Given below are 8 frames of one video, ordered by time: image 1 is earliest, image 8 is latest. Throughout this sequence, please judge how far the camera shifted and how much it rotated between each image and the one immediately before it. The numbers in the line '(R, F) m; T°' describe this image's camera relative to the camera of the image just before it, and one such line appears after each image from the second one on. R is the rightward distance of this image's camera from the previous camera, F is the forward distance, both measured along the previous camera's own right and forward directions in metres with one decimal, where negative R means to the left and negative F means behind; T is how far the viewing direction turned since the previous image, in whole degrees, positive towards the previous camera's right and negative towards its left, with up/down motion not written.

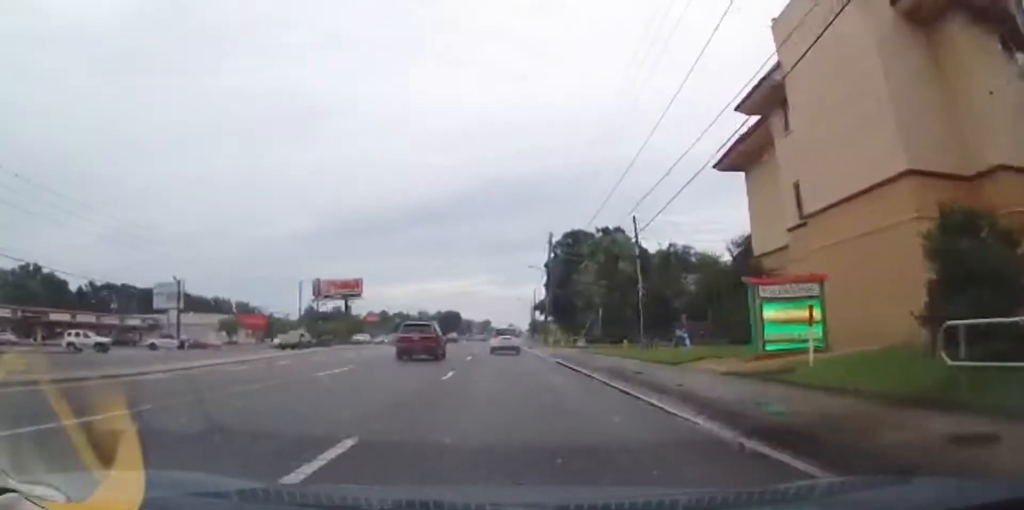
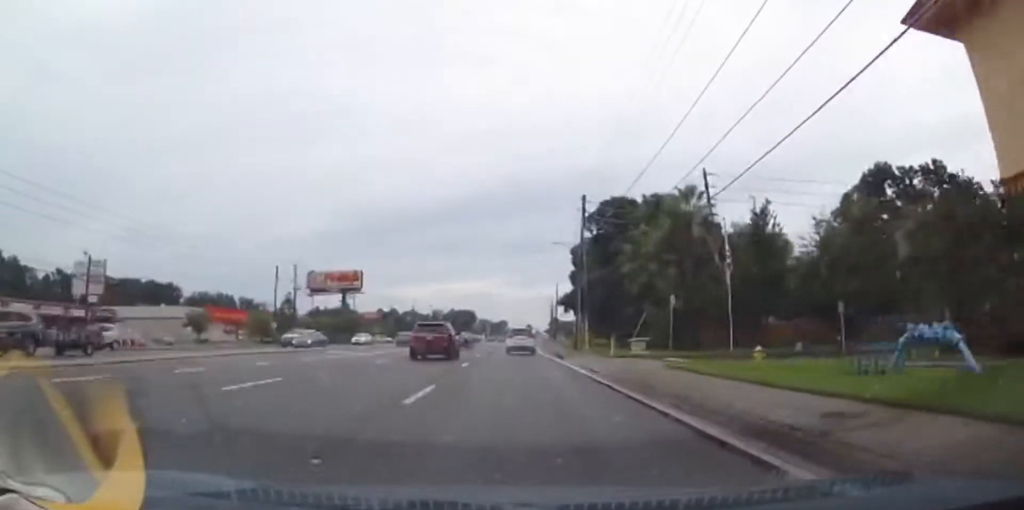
(-0.3, +17.8) m; -1°
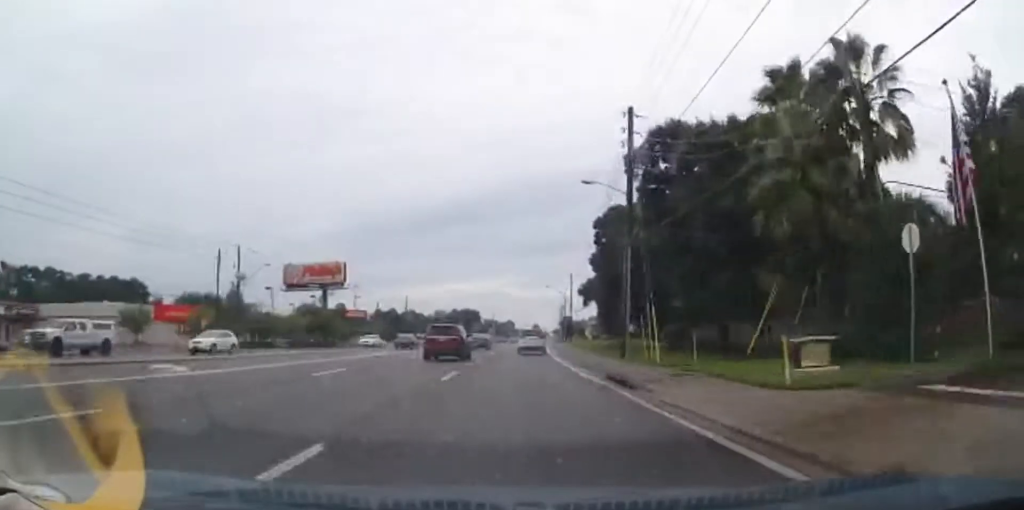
(0.0, +19.5) m; -2°
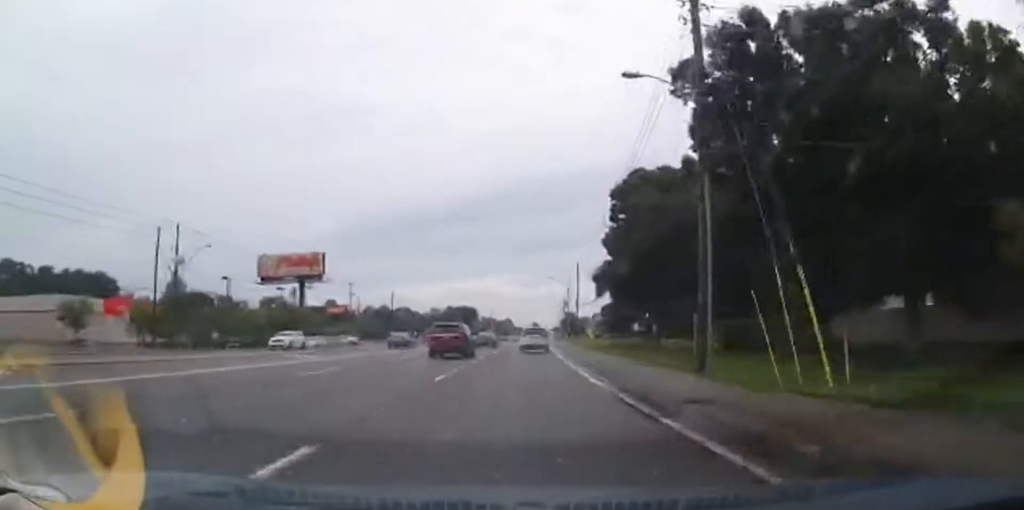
(-0.4, +12.7) m; -1°
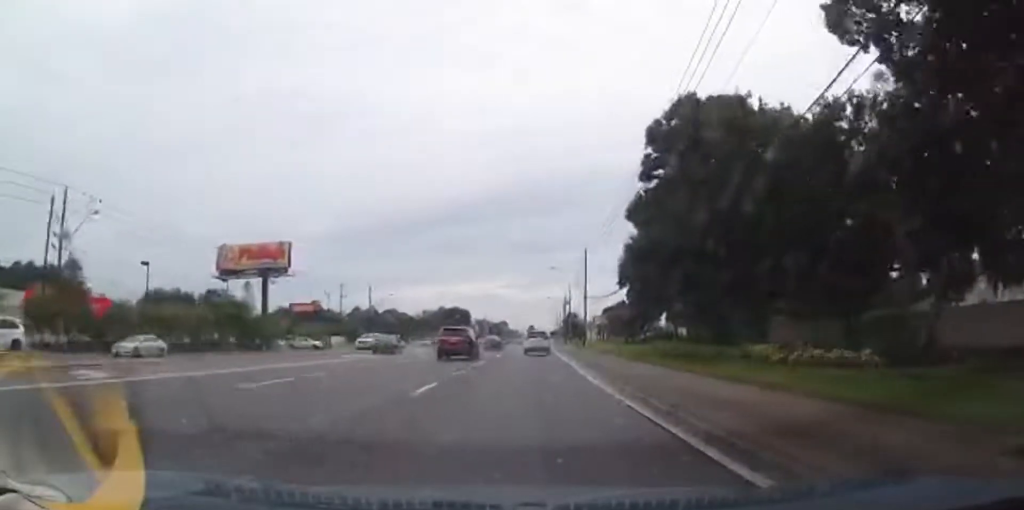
(-0.1, +15.6) m; 0°
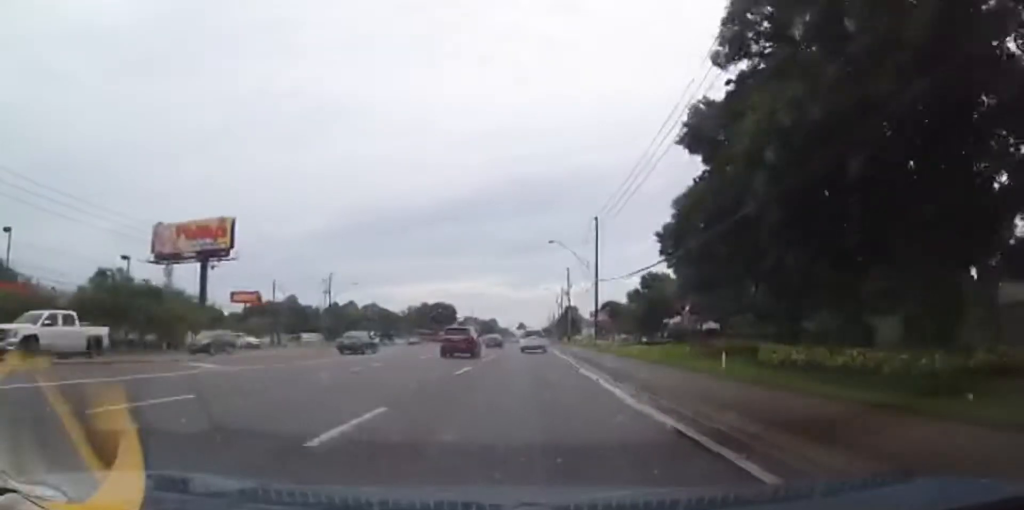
(+0.2, +17.7) m; +2°
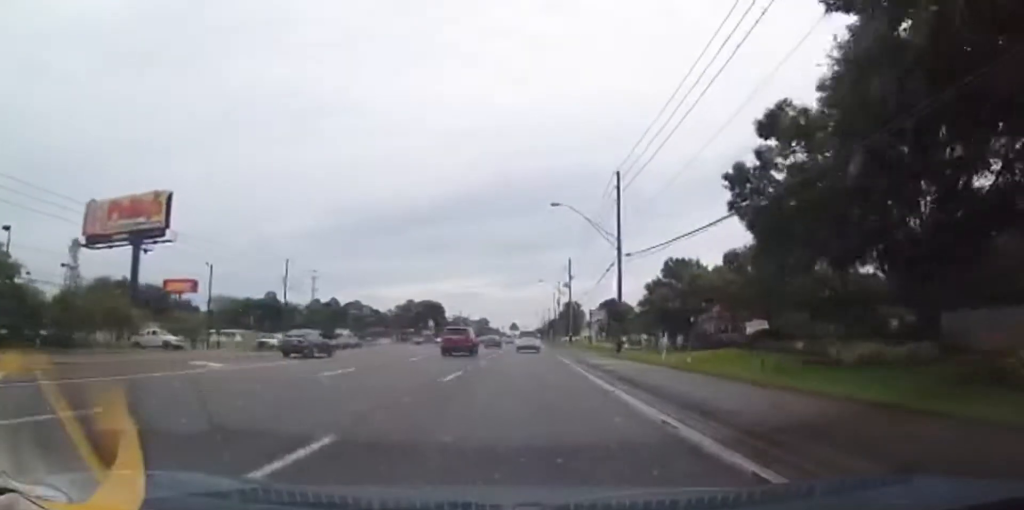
(+0.4, +15.0) m; +2°
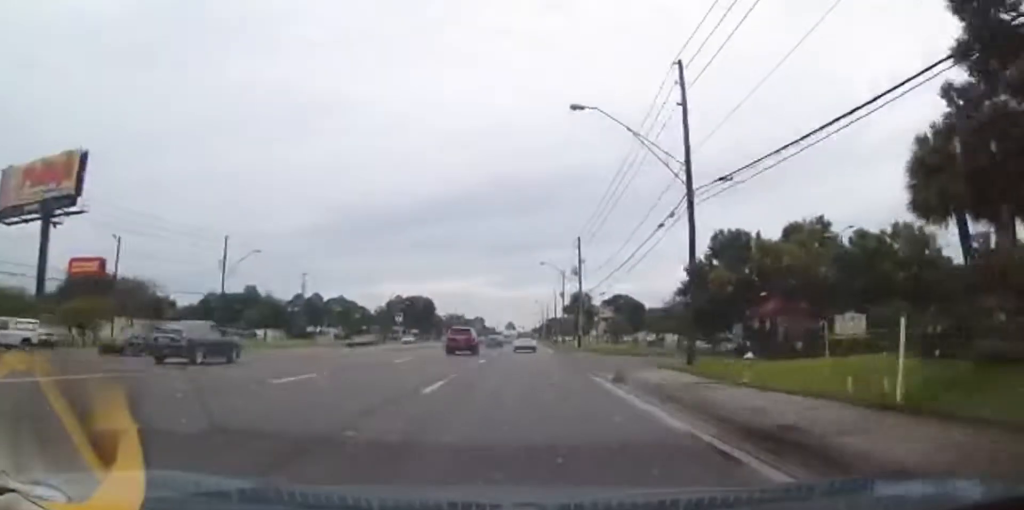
(+0.3, +15.9) m; 0°
